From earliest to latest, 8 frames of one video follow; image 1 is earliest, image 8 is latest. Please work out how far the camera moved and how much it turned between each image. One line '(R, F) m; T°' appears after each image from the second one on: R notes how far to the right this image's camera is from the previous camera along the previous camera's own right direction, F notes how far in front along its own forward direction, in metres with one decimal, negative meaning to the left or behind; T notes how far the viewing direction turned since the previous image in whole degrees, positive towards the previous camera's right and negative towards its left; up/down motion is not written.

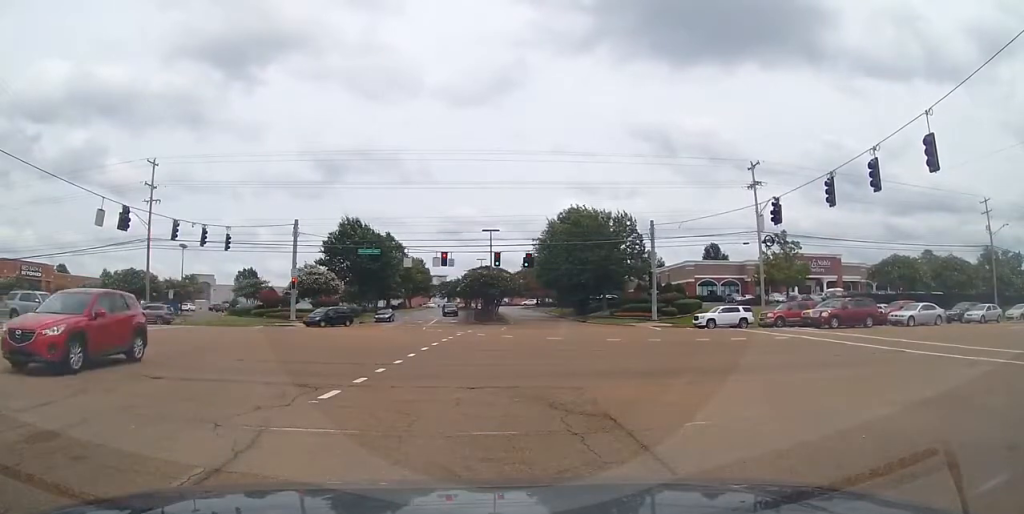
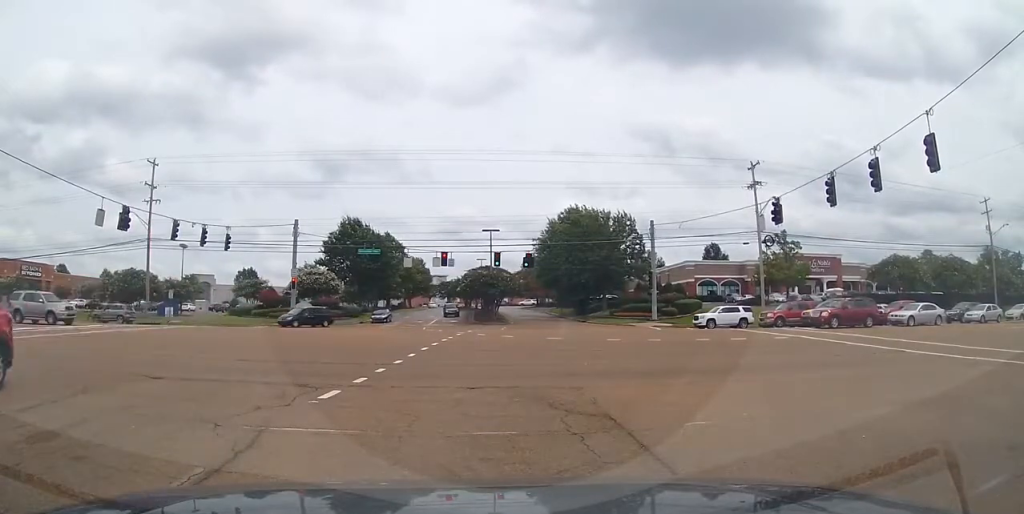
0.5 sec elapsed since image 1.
(0.0, 0.0) m; 0°
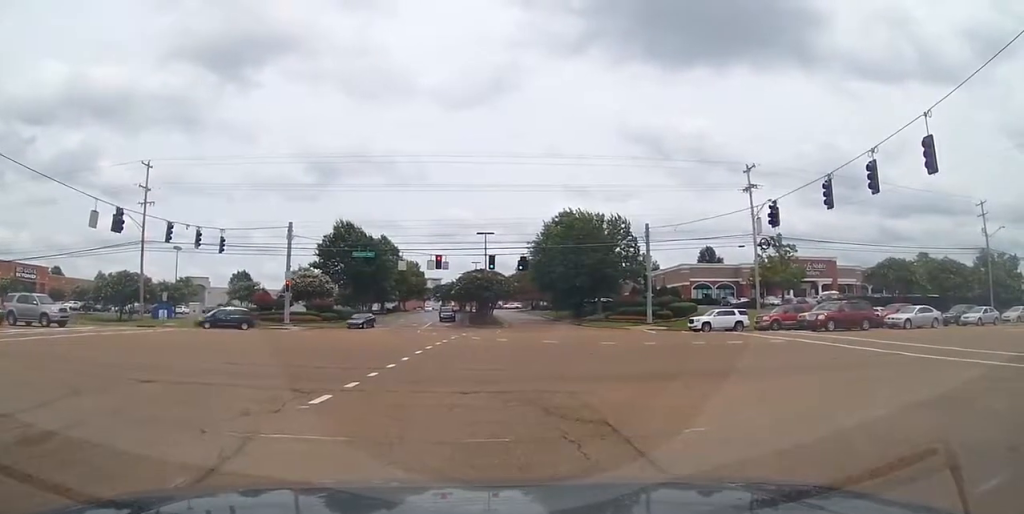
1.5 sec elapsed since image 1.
(0.0, 0.0) m; 0°
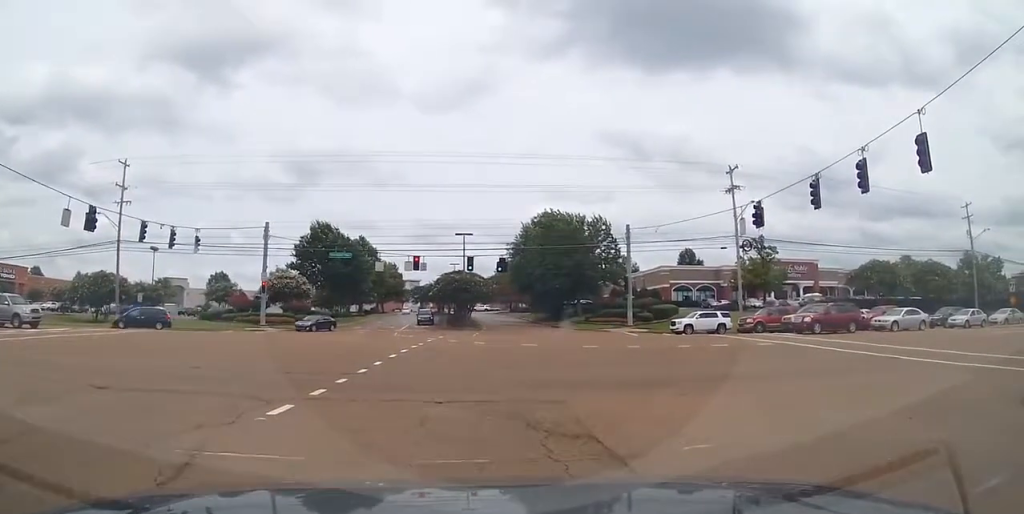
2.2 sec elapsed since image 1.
(0.0, 0.0) m; 0°
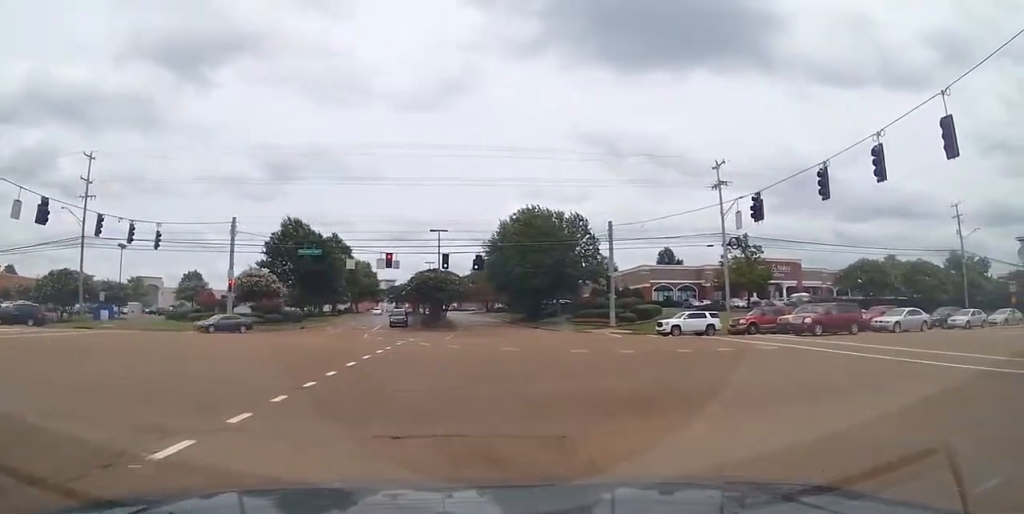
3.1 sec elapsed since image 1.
(+0.1, +1.0) m; 0°
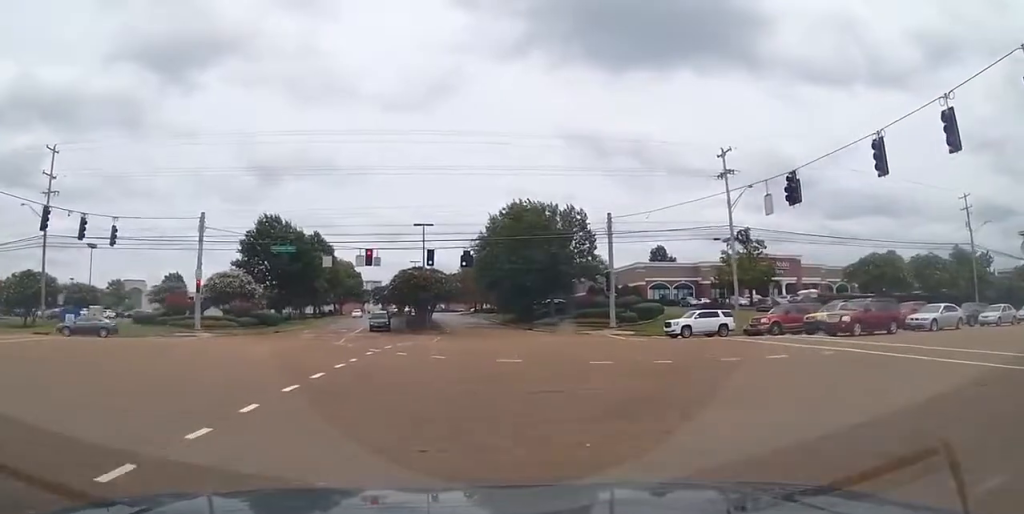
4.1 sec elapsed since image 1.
(0.0, +3.1) m; -2°
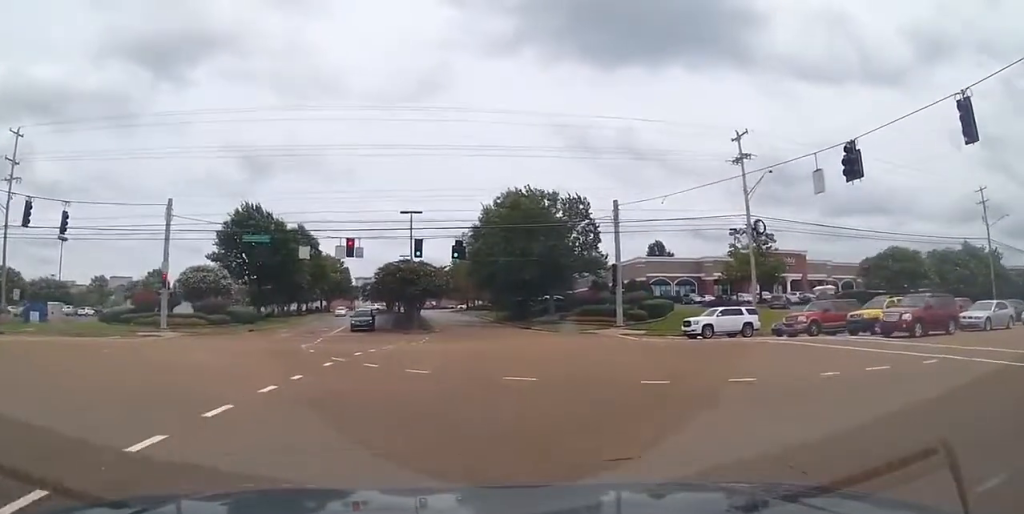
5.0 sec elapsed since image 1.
(-0.1, +4.3) m; -2°
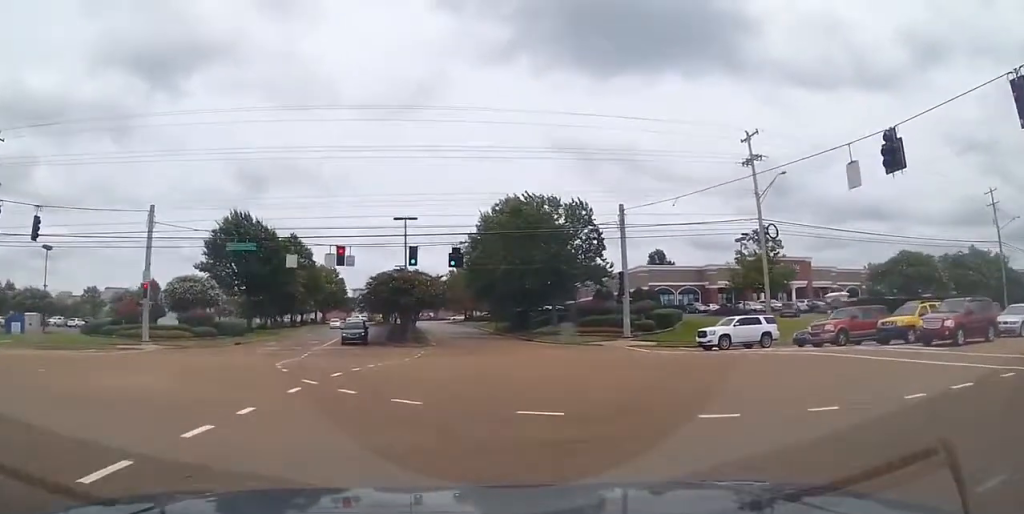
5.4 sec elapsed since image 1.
(0.0, +2.4) m; -1°
